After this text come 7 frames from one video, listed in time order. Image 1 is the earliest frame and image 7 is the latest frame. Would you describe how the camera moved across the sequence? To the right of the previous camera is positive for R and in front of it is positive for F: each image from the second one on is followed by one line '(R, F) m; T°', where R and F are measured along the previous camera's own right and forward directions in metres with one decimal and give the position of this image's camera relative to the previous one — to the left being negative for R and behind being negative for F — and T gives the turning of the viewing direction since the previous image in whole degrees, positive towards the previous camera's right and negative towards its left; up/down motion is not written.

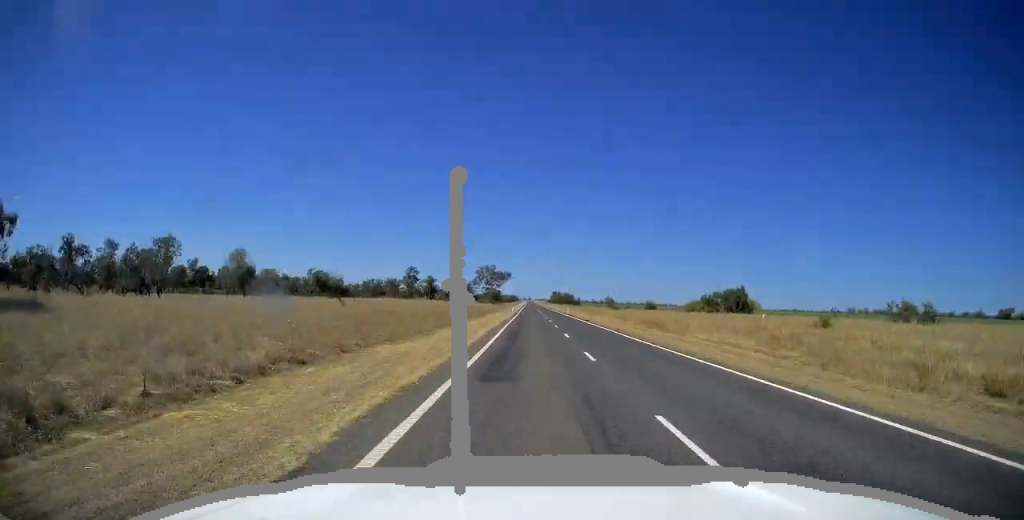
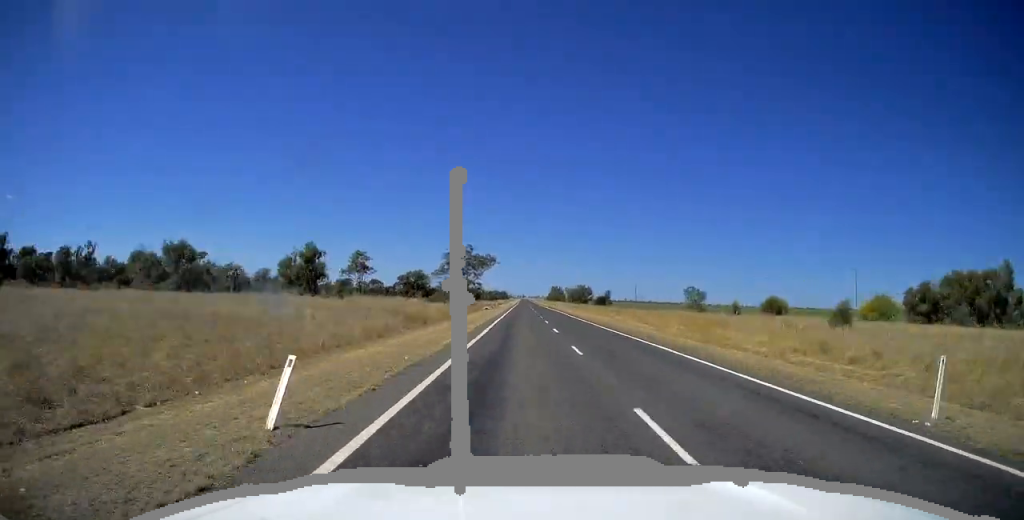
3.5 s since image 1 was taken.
(0.0, +98.8) m; 0°
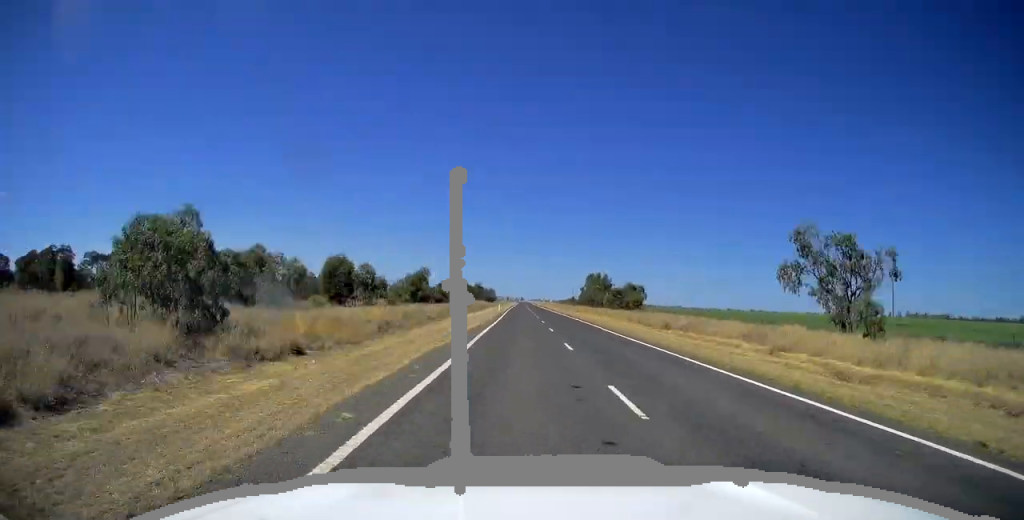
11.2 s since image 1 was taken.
(0.0, +215.6) m; 0°
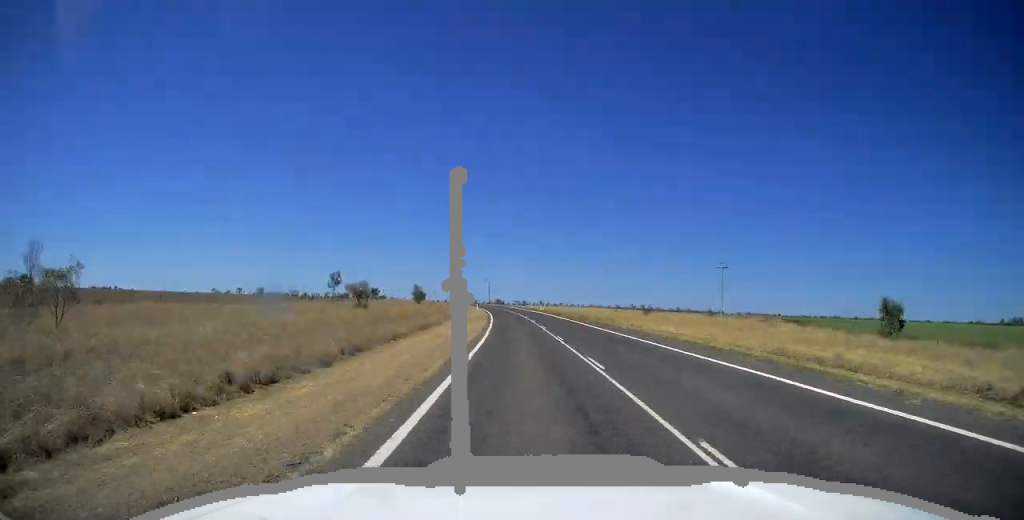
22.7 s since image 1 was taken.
(-7.9, +323.0) m; -7°
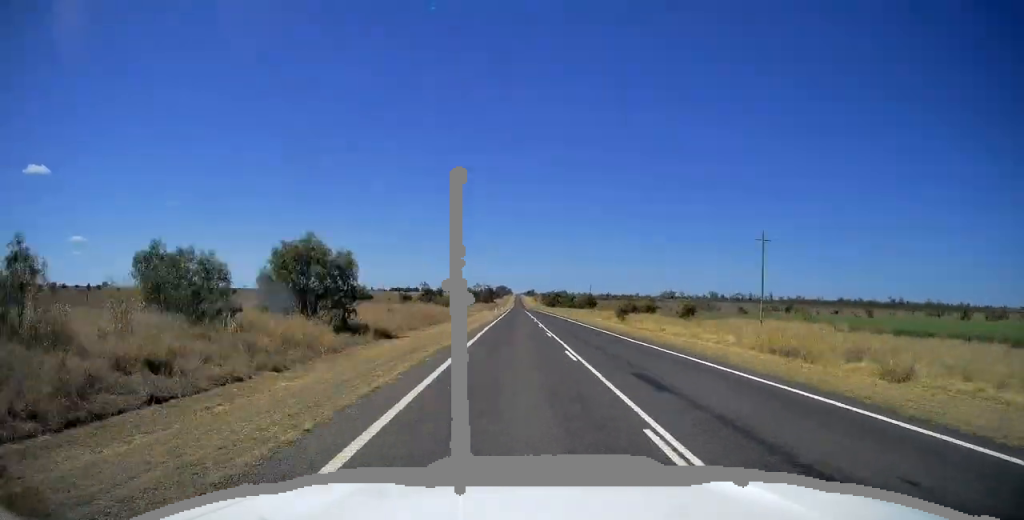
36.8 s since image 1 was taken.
(-56.3, +391.9) m; -12°
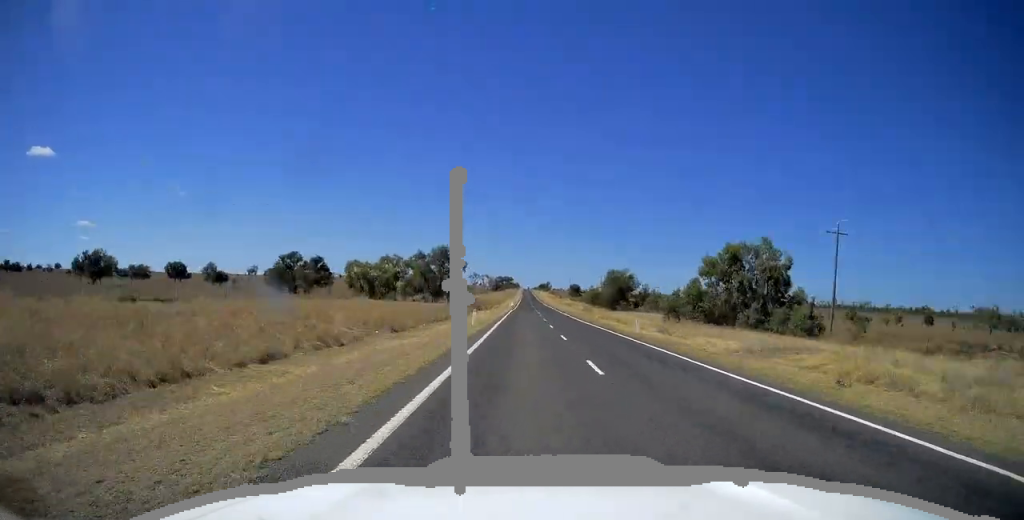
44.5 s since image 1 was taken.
(-1.7, +216.8) m; -1°
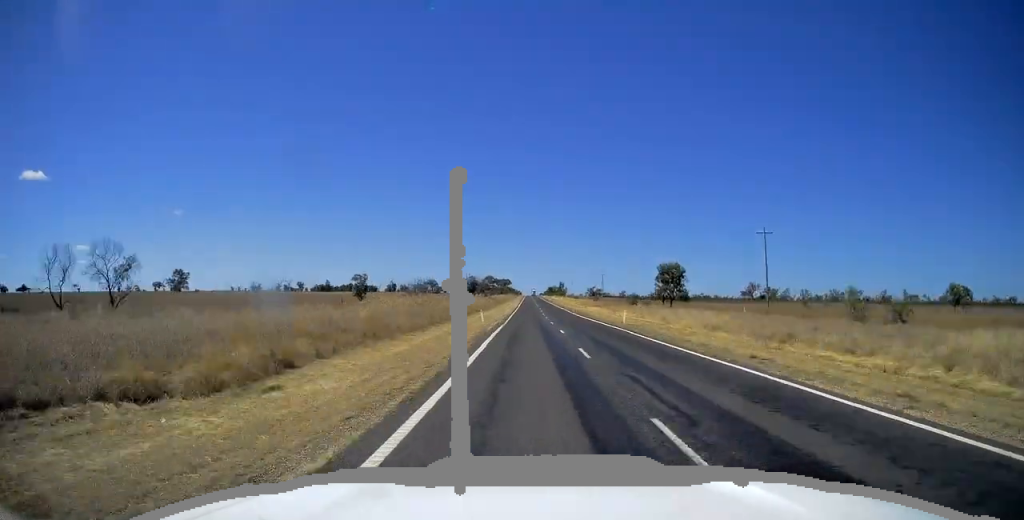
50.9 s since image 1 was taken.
(-0.3, +180.6) m; 0°
